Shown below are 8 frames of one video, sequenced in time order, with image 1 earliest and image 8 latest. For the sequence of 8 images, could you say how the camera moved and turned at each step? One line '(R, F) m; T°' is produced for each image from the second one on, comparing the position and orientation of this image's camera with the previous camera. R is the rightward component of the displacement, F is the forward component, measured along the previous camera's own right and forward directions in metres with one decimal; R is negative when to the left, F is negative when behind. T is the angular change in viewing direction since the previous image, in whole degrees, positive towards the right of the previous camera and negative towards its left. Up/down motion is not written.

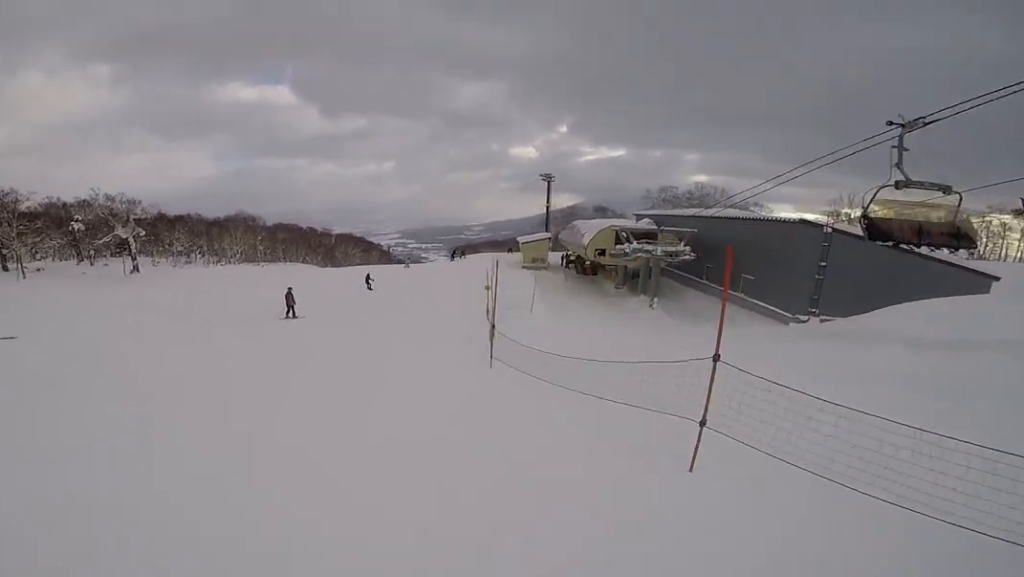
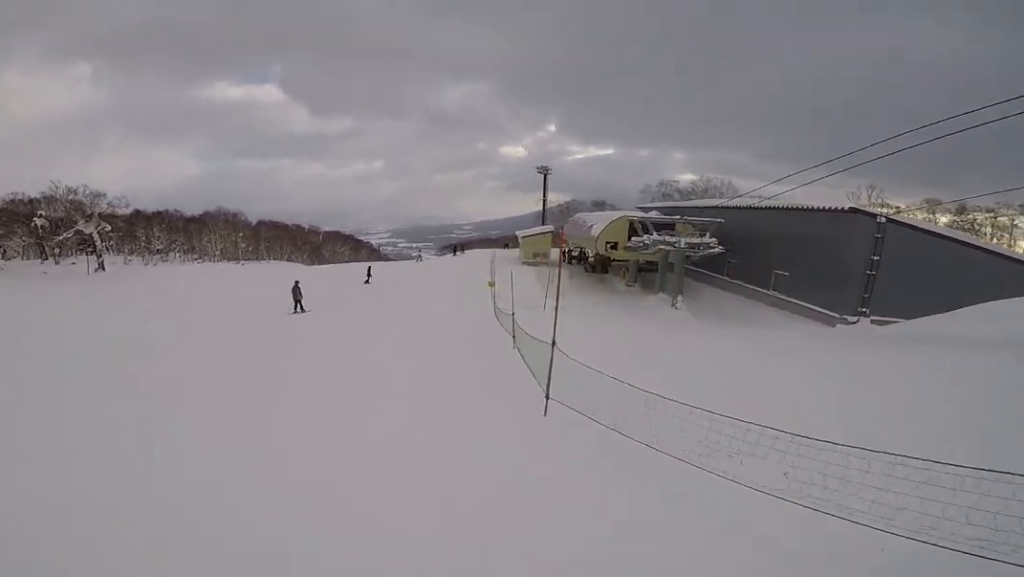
(+0.2, +4.3) m; +3°
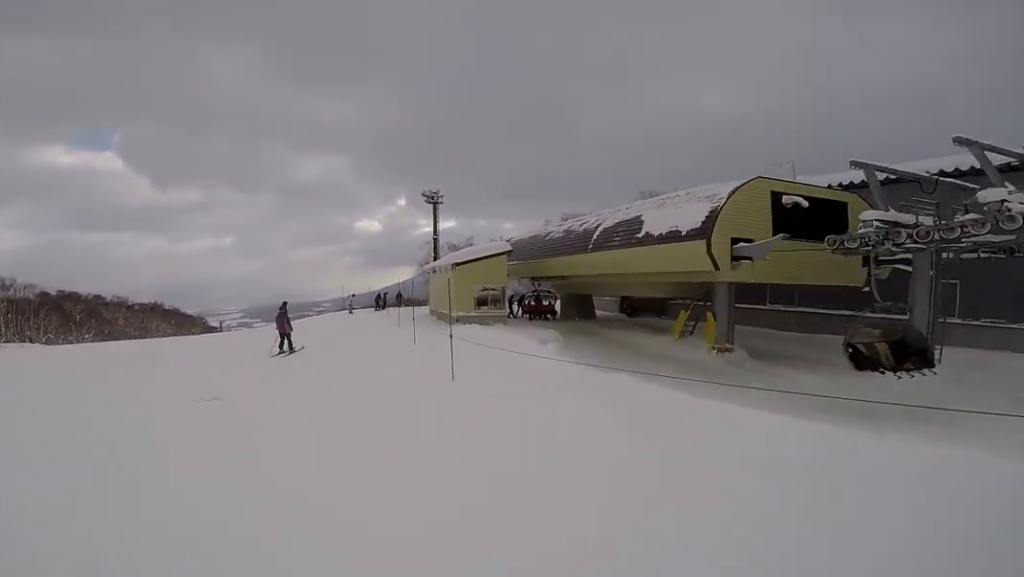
(+5.5, +25.1) m; +15°
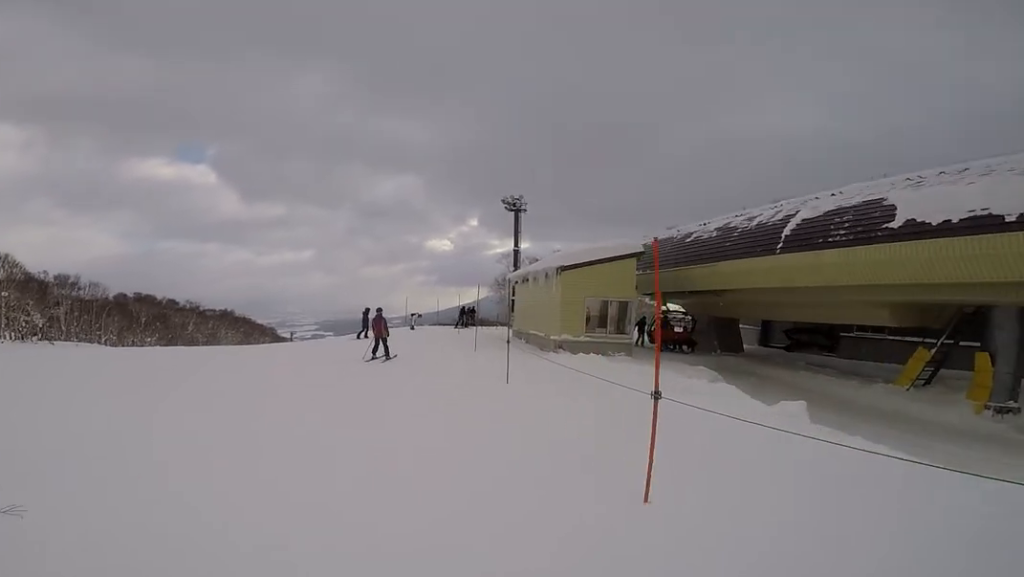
(-0.6, +5.4) m; -5°
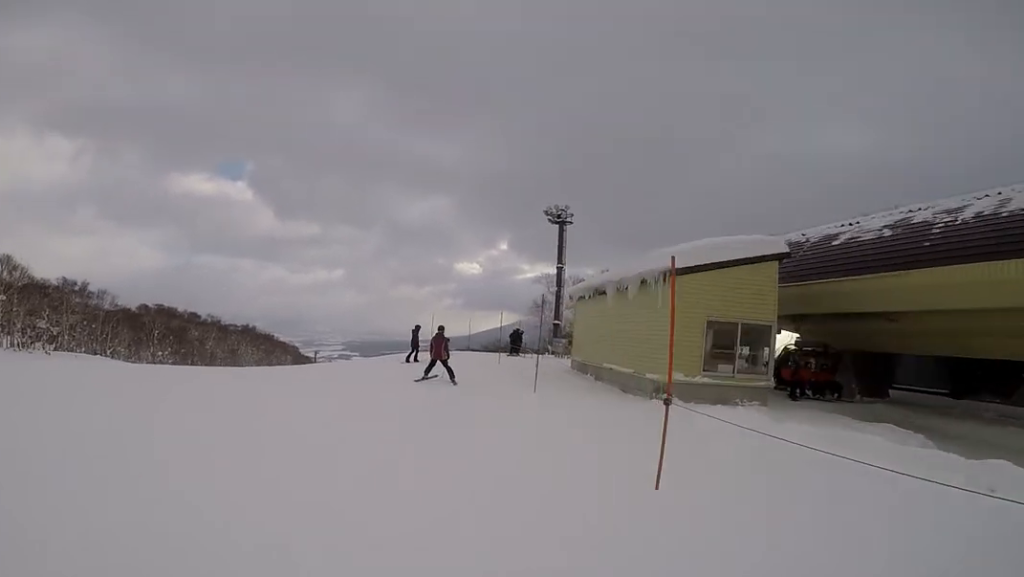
(-0.3, +4.8) m; -1°
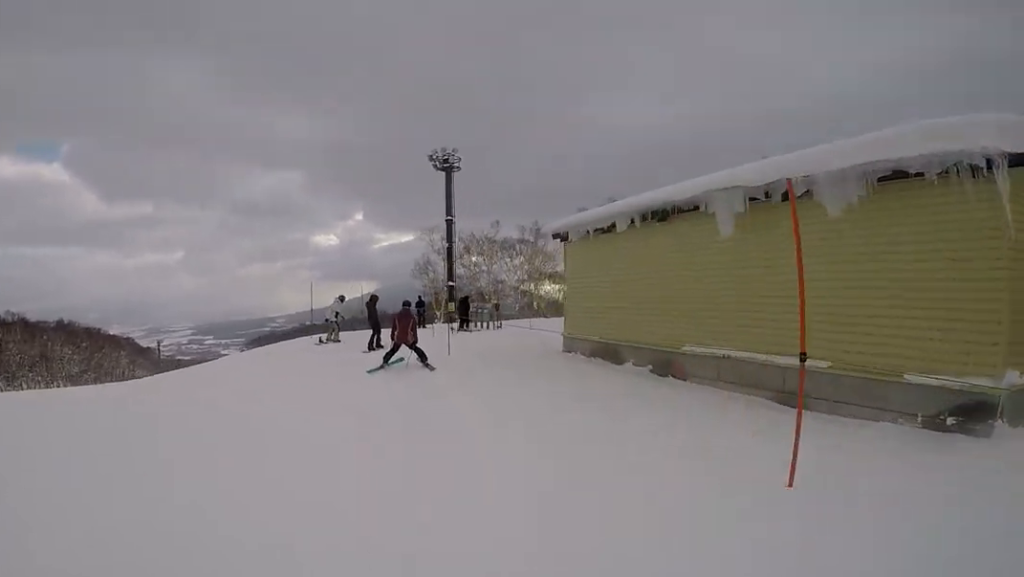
(+0.3, +7.3) m; +12°
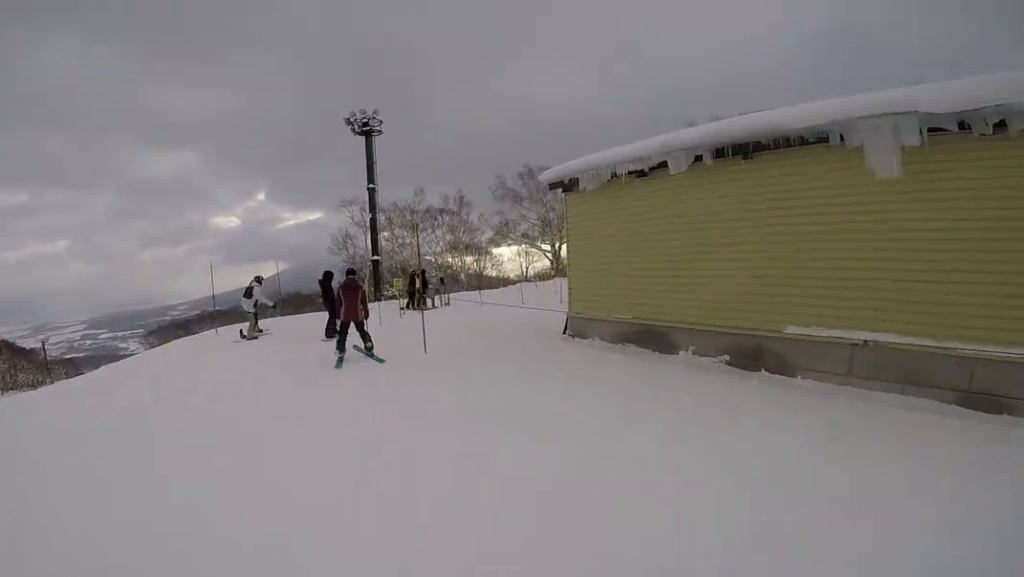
(+0.9, +2.9) m; +2°
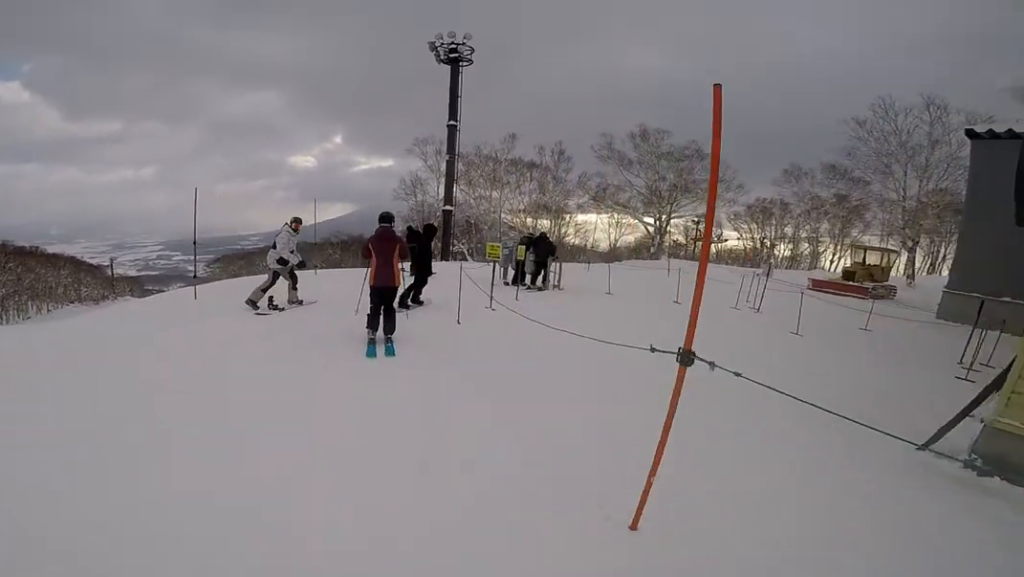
(-0.8, +5.6) m; +6°
